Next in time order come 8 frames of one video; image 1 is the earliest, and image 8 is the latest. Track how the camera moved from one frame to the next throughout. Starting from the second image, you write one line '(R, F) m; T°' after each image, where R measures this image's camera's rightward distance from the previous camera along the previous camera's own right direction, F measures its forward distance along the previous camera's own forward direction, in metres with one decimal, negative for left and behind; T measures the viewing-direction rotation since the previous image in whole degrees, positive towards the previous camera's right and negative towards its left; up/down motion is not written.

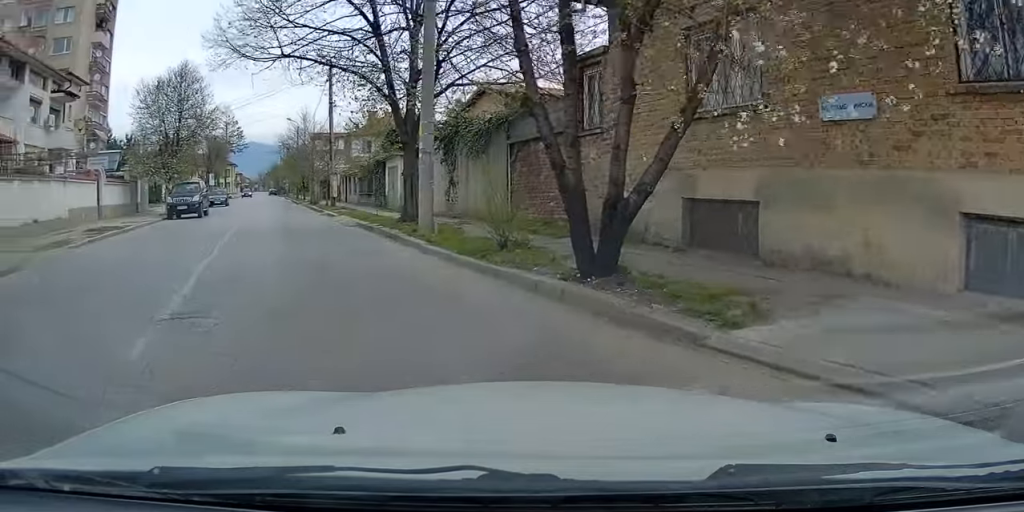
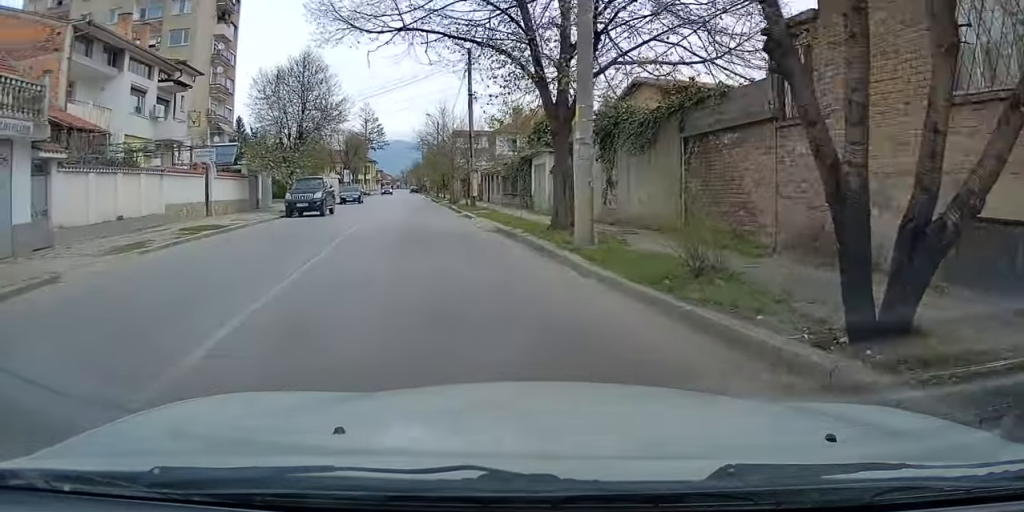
(-0.3, +2.7) m; -6°
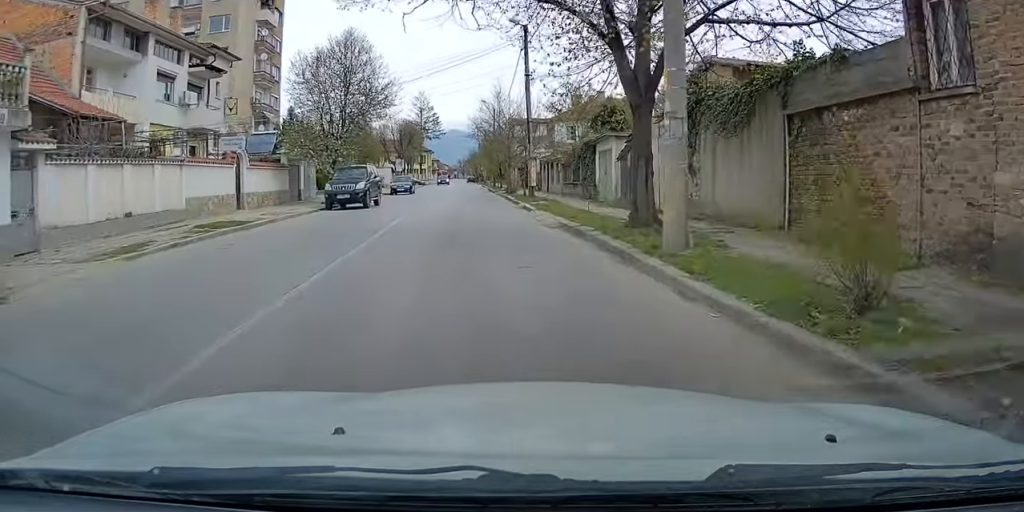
(-0.1, +2.1) m; -4°
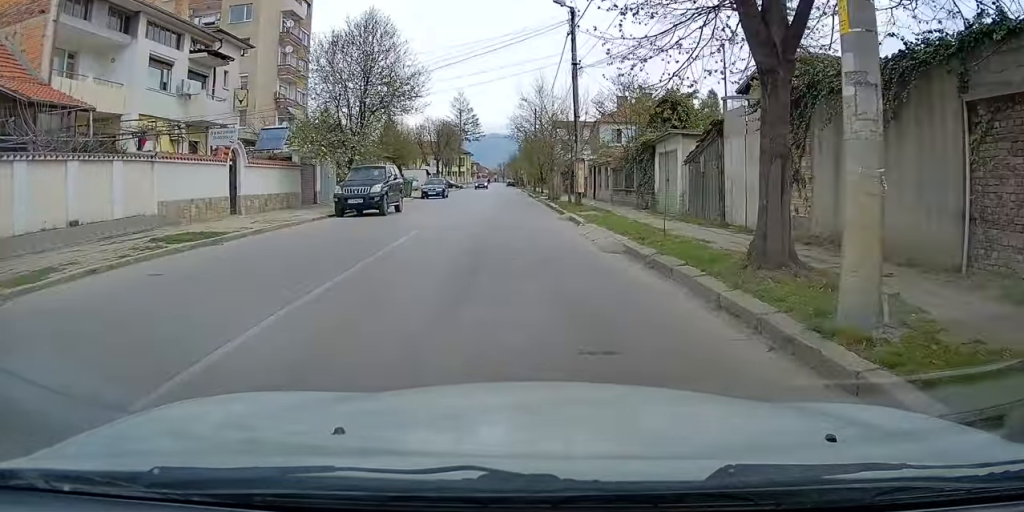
(-0.2, +3.8) m; -3°
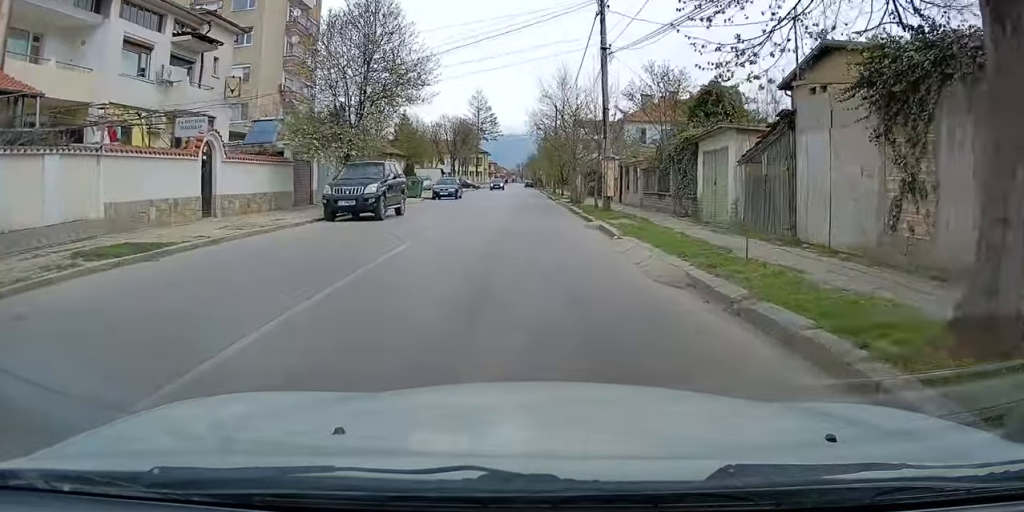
(-0.1, +3.2) m; -2°
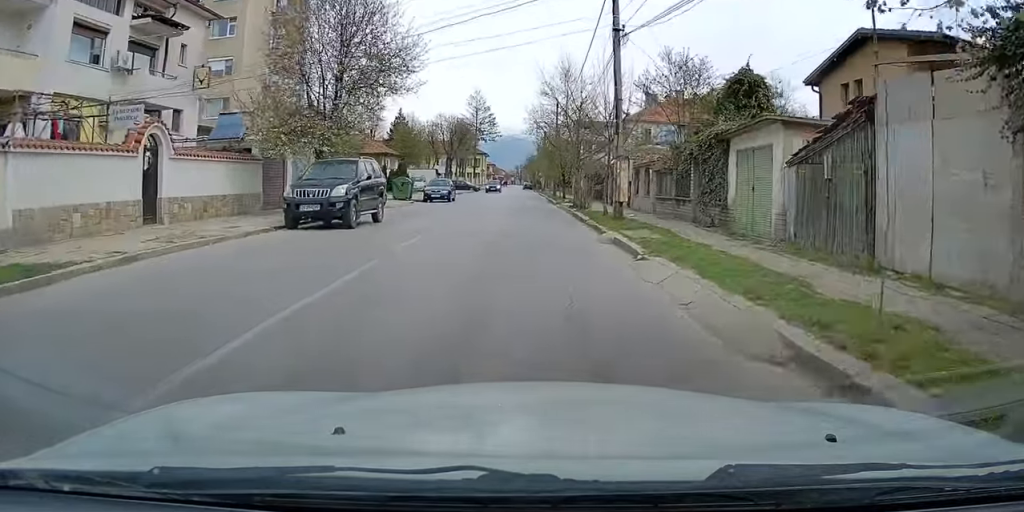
(-0.1, +3.1) m; -1°
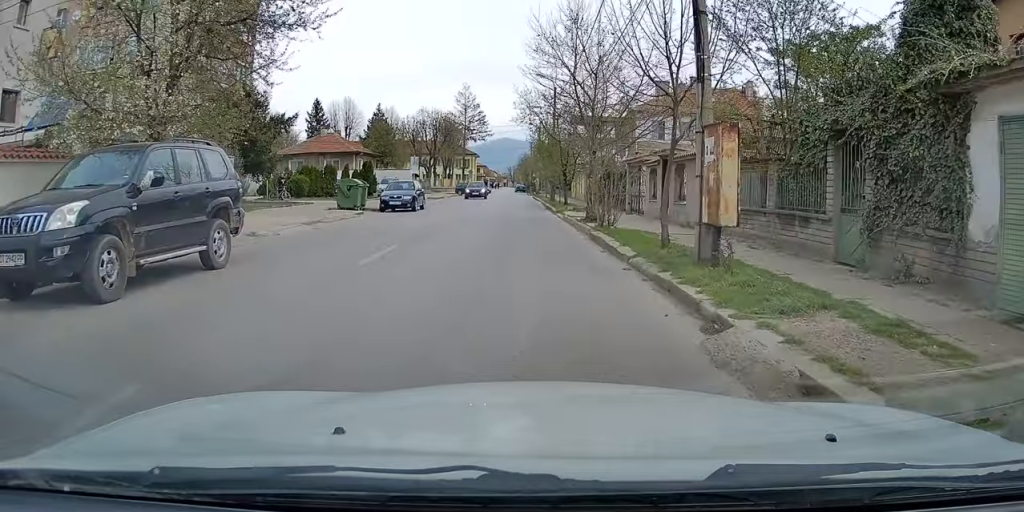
(0.0, +10.0) m; +1°
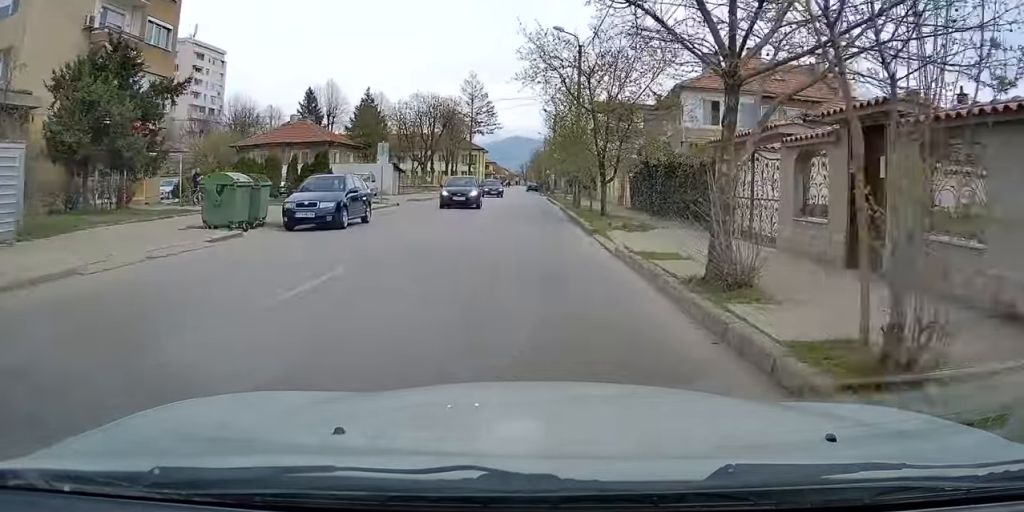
(-0.1, +13.2) m; -1°
